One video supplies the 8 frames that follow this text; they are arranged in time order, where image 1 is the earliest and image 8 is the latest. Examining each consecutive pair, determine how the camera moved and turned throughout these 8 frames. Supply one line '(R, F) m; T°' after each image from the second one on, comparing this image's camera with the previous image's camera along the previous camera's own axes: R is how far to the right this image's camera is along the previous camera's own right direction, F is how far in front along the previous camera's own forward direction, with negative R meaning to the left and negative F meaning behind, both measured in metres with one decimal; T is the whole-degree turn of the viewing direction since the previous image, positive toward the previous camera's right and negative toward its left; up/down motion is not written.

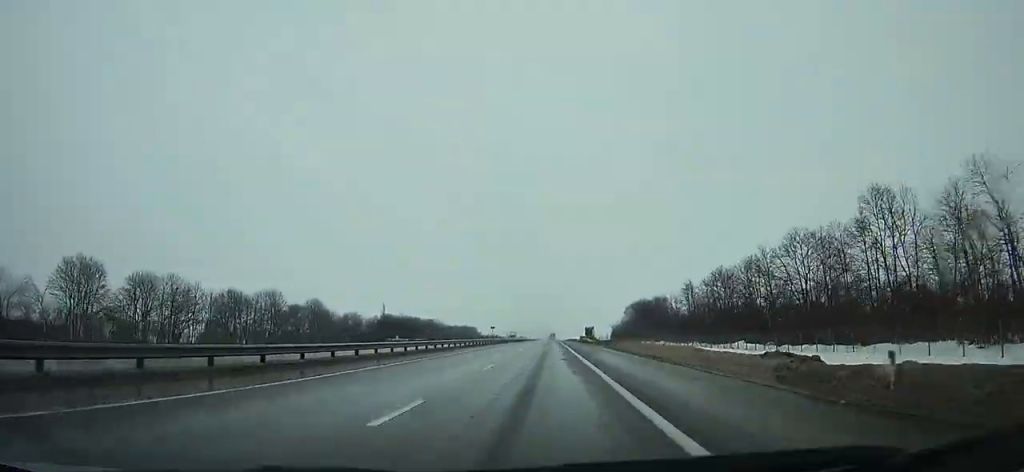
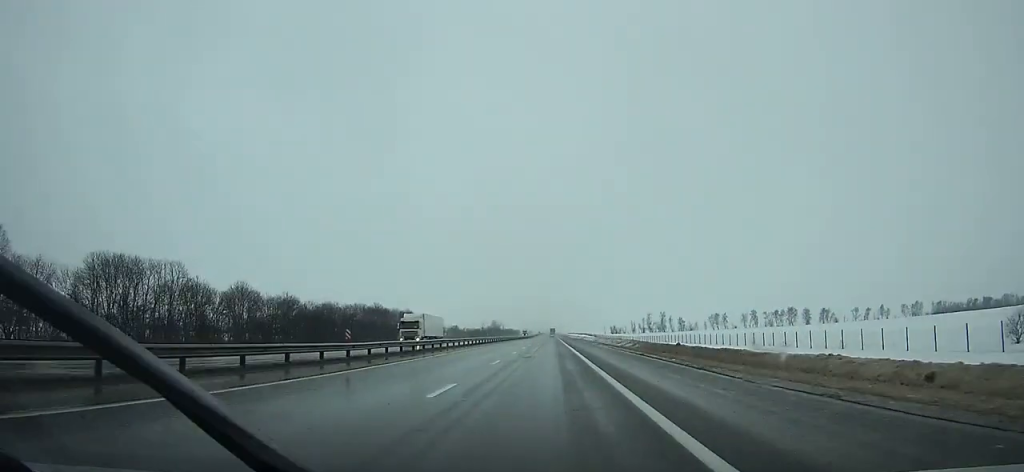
(+0.2, +238.7) m; 0°
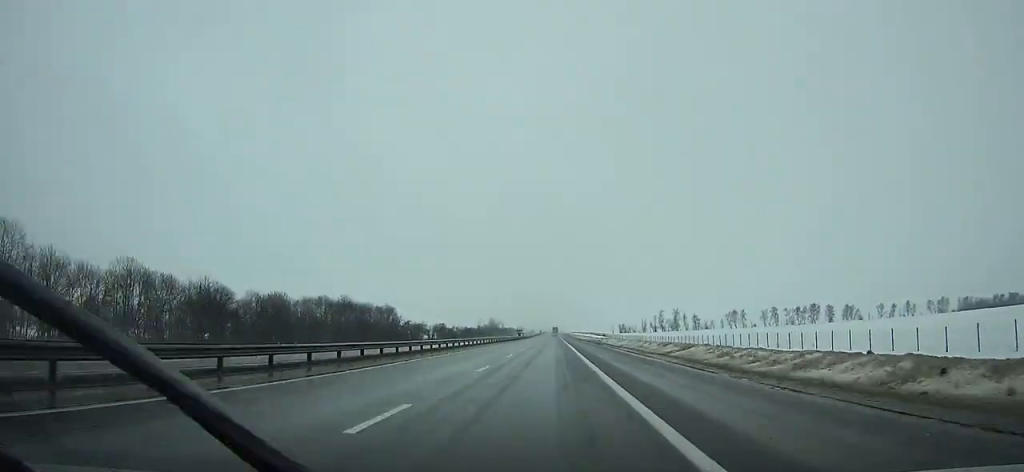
(-0.2, +39.2) m; 0°
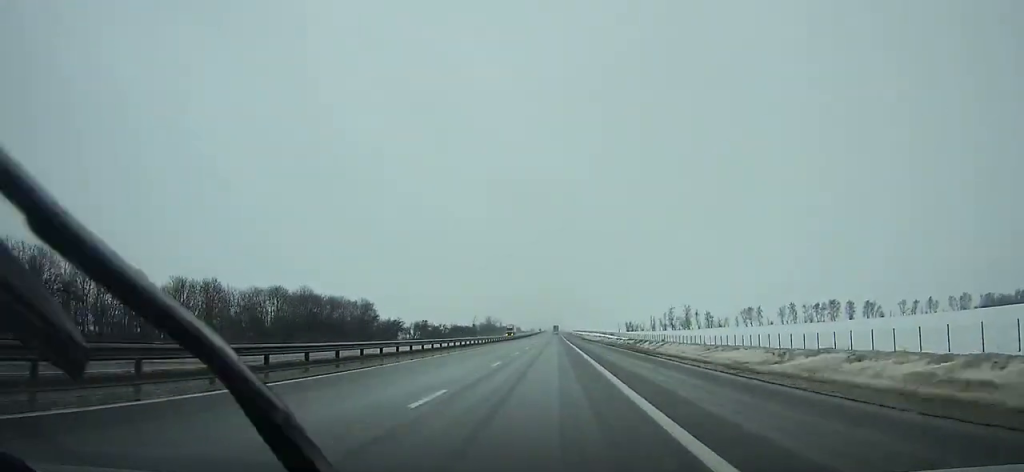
(-0.1, +34.4) m; 0°
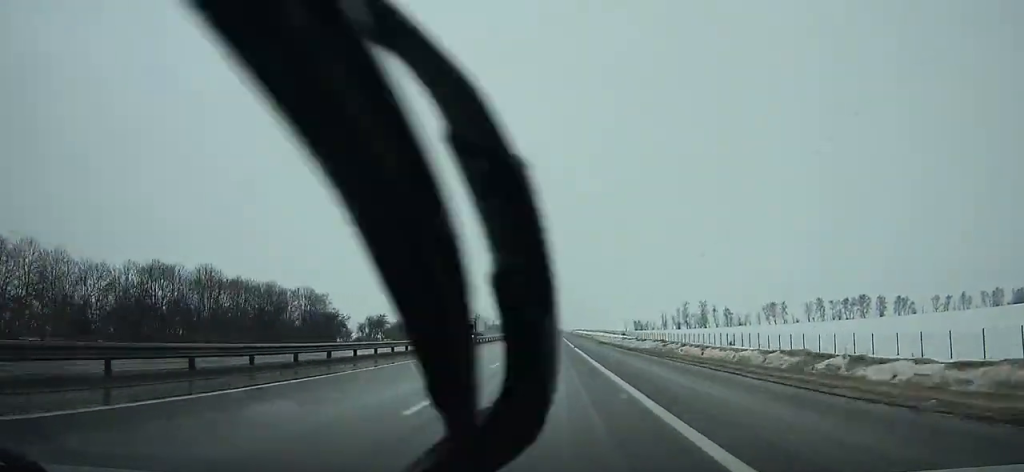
(+0.1, +48.9) m; 0°
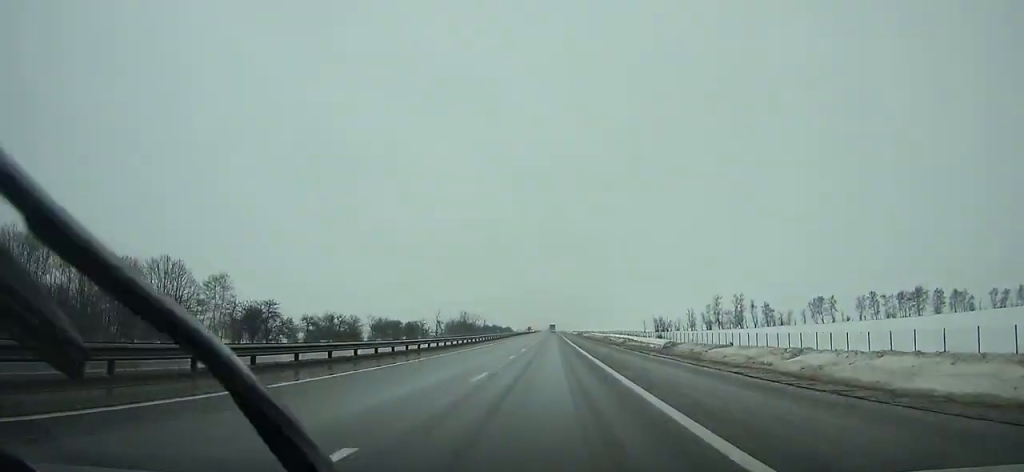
(+0.3, +66.0) m; 0°
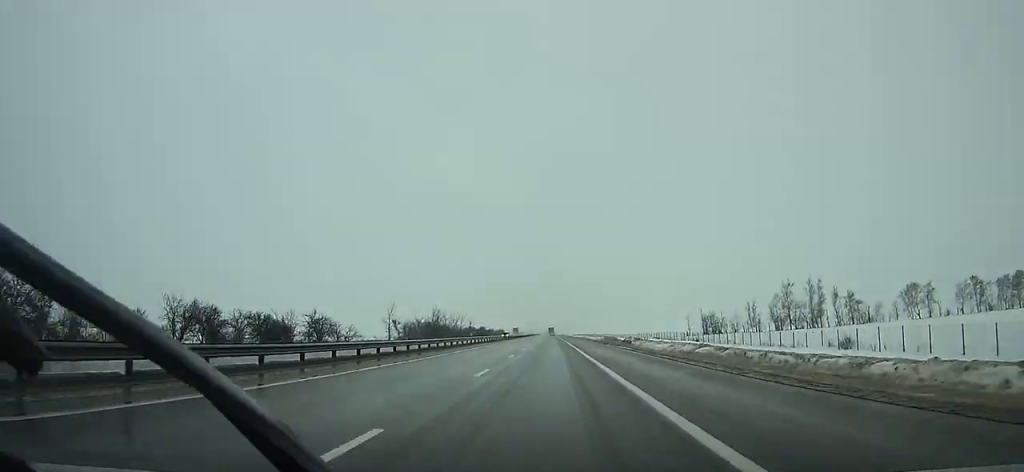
(+0.1, +82.7) m; 0°
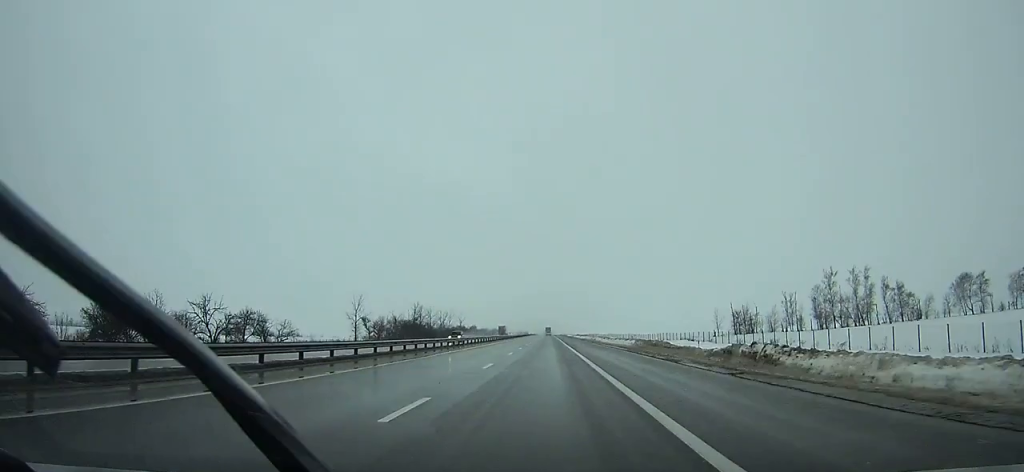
(0.0, +31.5) m; 0°
